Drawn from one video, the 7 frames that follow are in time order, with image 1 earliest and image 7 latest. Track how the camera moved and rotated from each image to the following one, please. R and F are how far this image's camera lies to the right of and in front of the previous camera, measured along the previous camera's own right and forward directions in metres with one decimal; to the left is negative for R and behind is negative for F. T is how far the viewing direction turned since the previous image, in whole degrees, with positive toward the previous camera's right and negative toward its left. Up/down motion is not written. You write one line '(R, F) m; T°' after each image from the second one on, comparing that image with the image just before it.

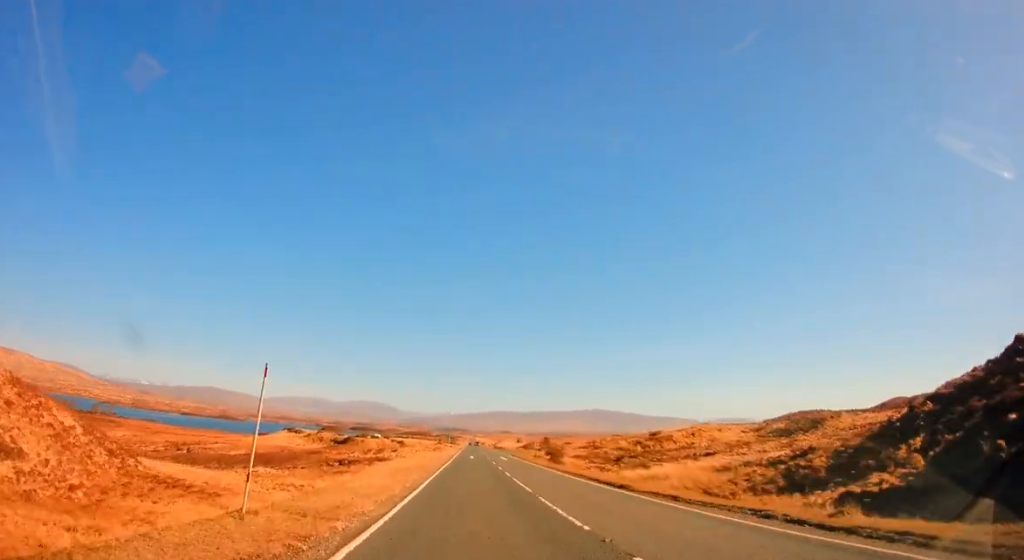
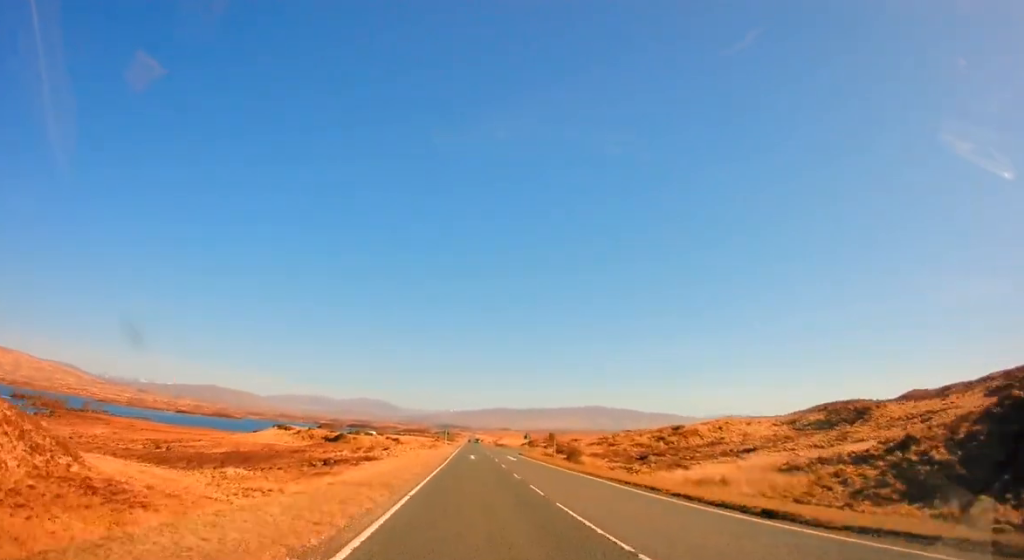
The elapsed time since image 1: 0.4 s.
(-0.1, +11.7) m; 0°
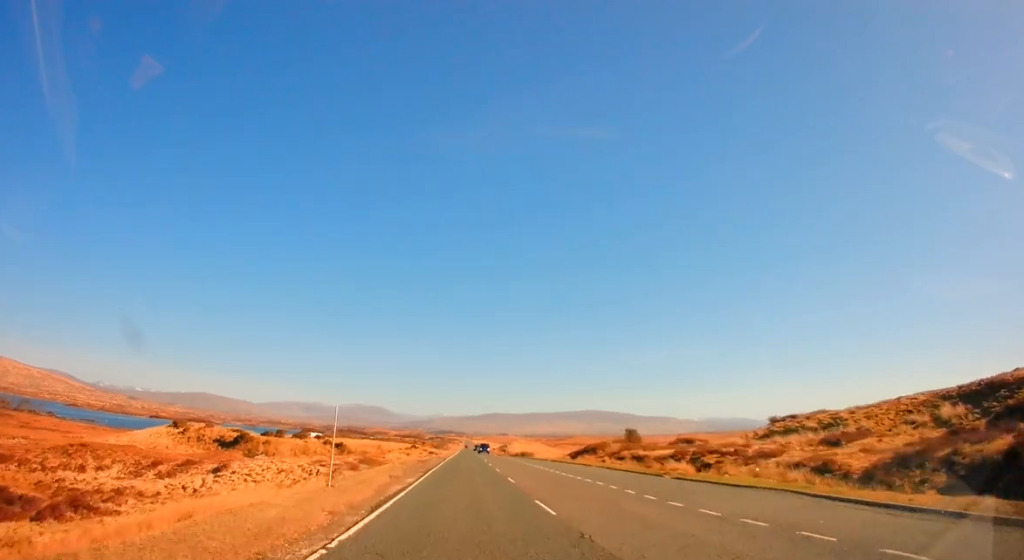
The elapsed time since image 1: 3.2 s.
(+0.9, +74.9) m; +1°
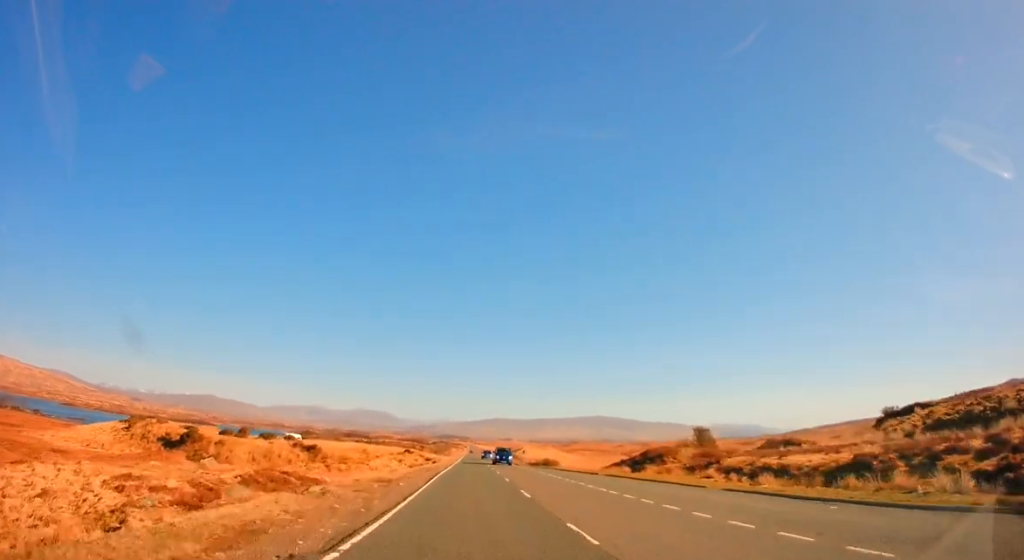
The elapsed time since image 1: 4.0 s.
(0.0, +21.5) m; -1°
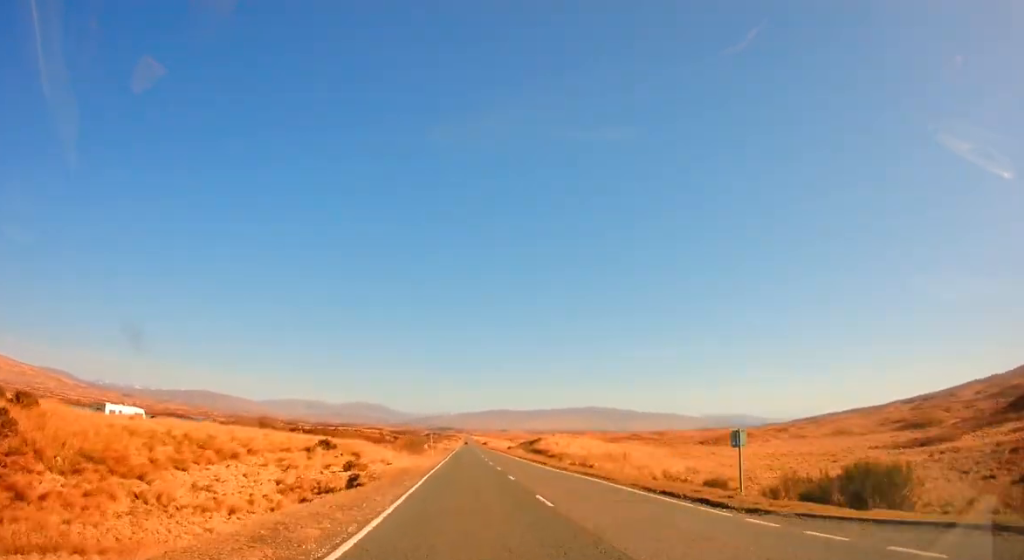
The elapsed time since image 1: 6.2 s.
(0.0, +59.8) m; +1°
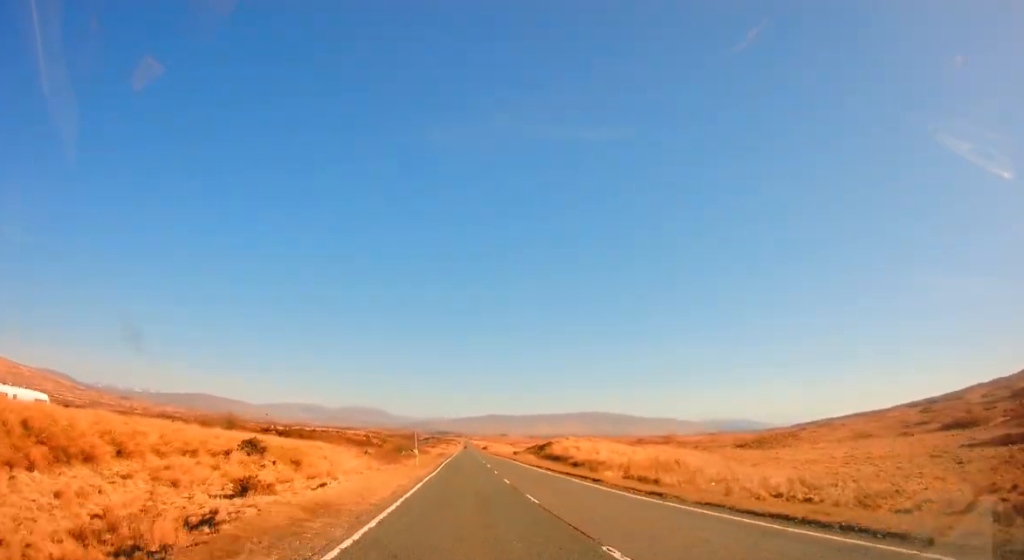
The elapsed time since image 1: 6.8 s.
(-0.1, +16.5) m; 0°
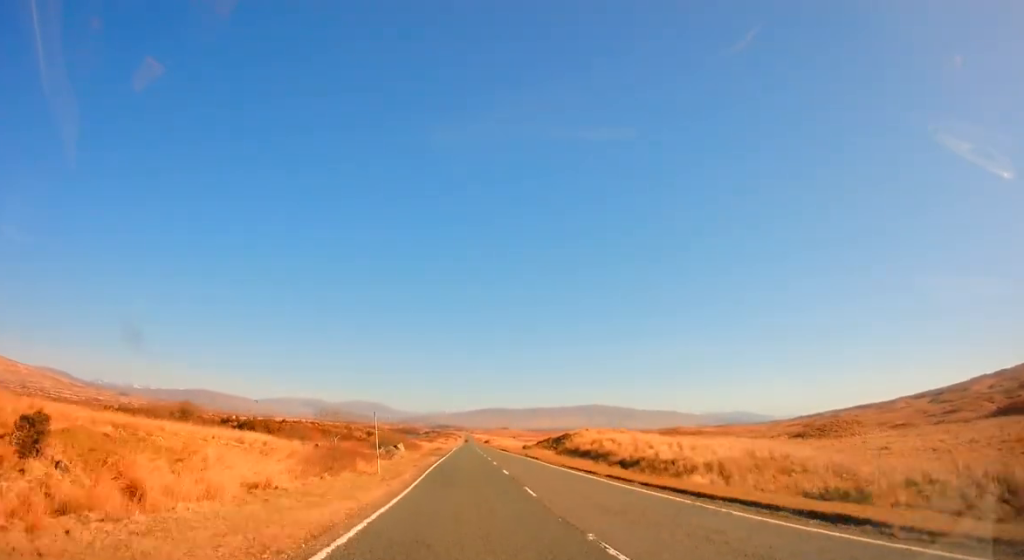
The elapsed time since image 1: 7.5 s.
(+0.2, +17.7) m; 0°
